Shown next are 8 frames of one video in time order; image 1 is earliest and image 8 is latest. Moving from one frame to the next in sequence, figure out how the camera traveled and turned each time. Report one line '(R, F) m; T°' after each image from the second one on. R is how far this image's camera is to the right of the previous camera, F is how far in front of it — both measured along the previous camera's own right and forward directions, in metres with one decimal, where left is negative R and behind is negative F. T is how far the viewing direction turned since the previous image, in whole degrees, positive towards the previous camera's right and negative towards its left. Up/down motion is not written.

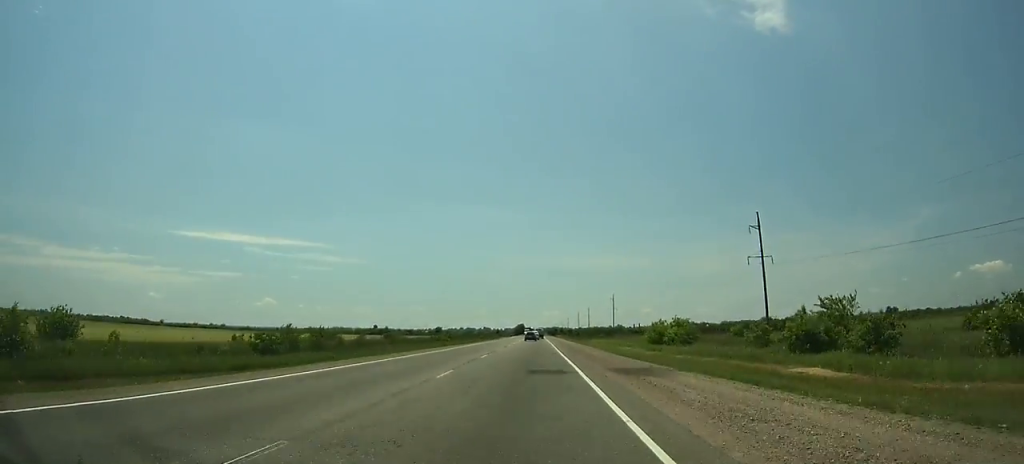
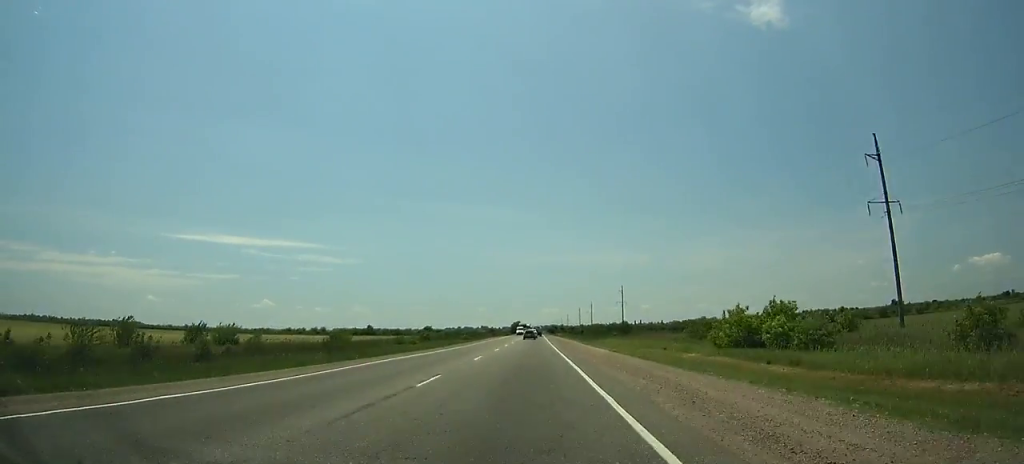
(-0.2, +39.1) m; 0°
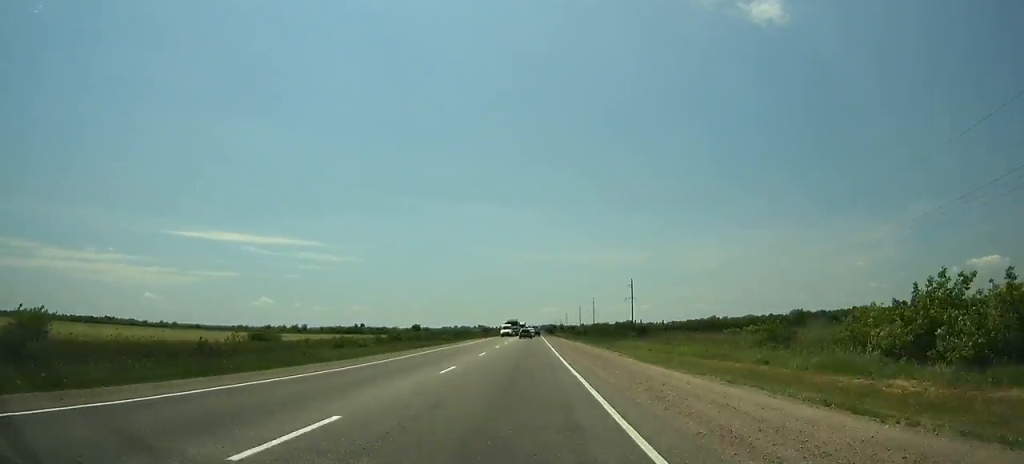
(+0.1, +32.2) m; 0°
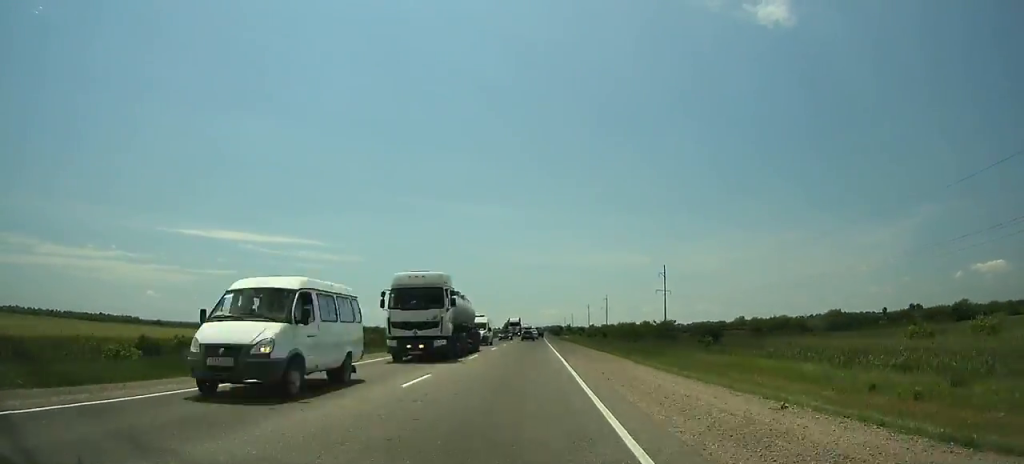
(0.0, +52.9) m; 0°
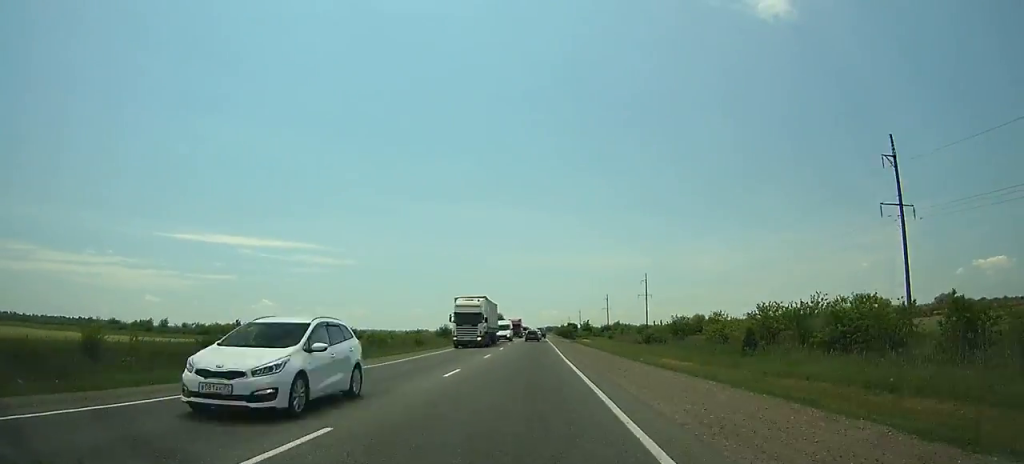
(-0.4, +119.4) m; 0°
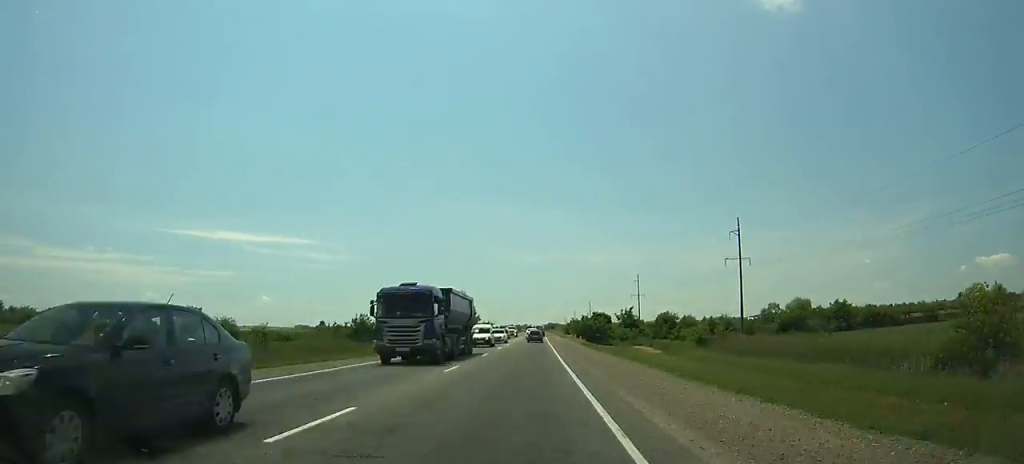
(0.0, +94.4) m; 0°
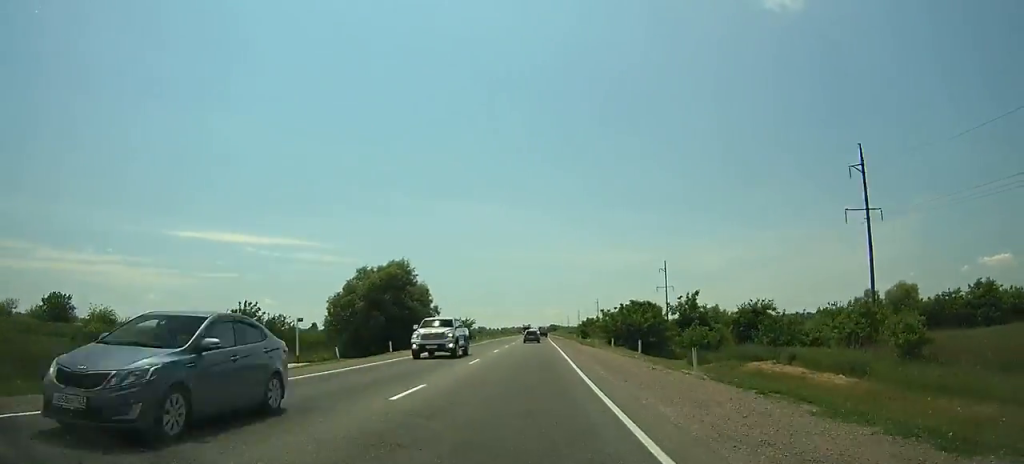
(0.0, +43.8) m; 0°
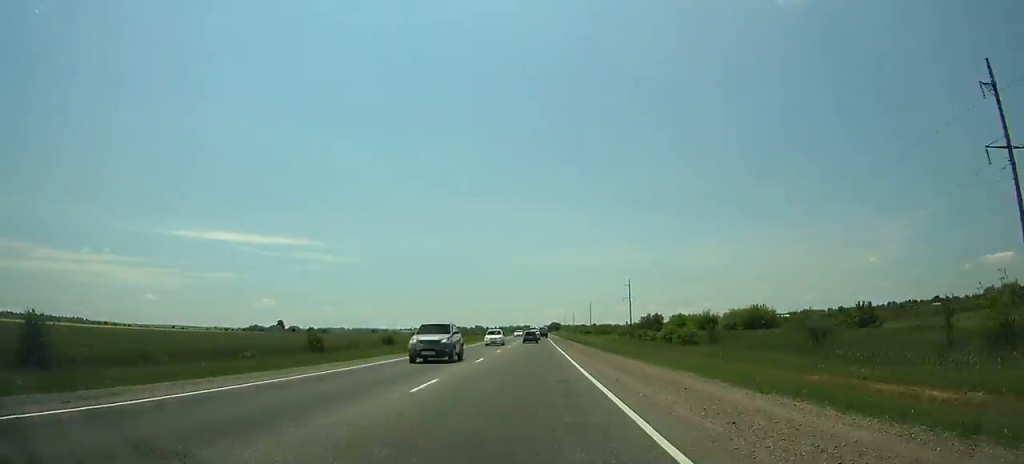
(+0.3, +133.4) m; 0°
